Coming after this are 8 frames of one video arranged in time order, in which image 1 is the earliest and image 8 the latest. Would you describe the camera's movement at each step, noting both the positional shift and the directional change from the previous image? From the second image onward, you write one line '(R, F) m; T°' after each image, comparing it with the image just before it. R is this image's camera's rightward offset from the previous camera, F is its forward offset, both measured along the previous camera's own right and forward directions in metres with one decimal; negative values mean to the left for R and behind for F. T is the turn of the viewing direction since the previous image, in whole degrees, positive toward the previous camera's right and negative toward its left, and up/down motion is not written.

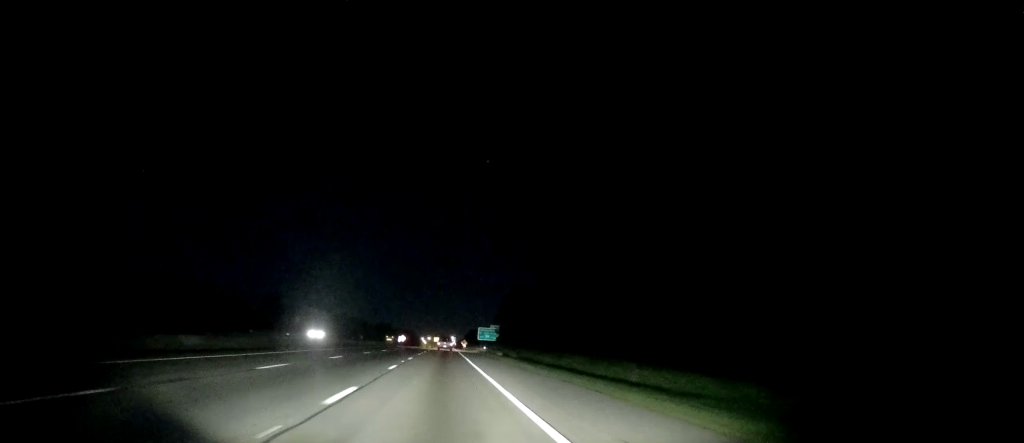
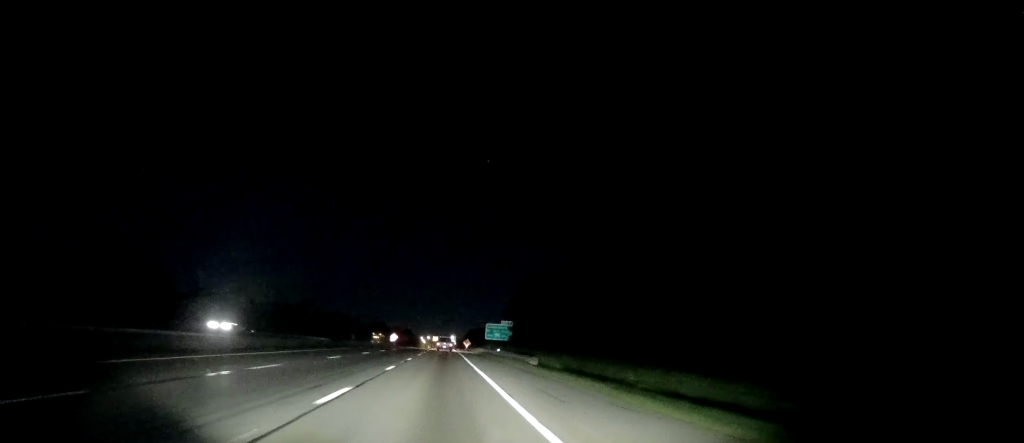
(-0.1, +24.8) m; 0°
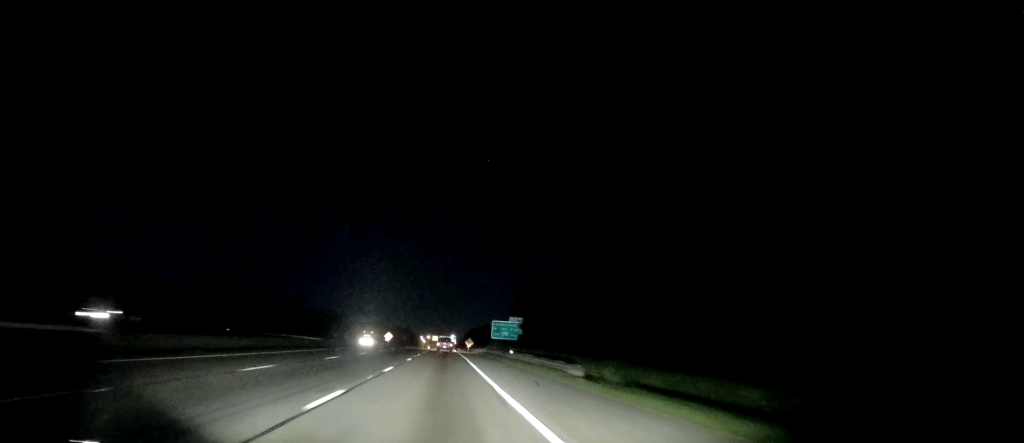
(-0.1, +12.9) m; 0°
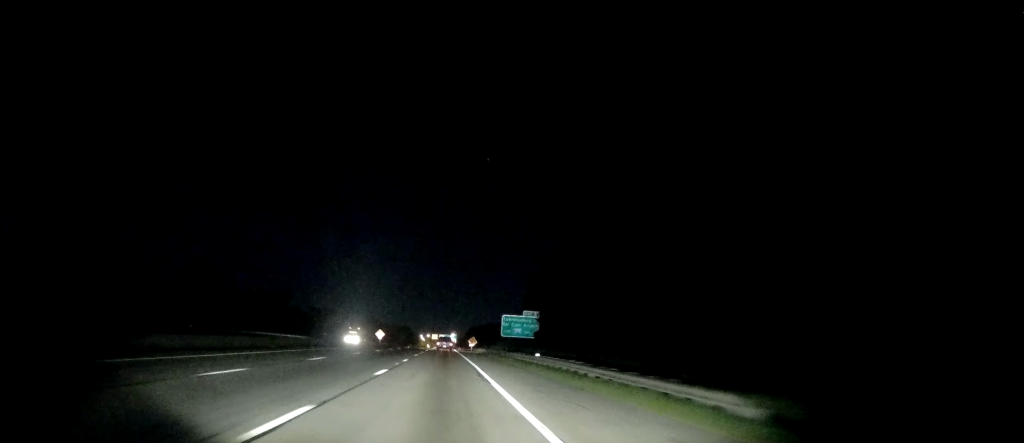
(+0.1, +15.2) m; 0°
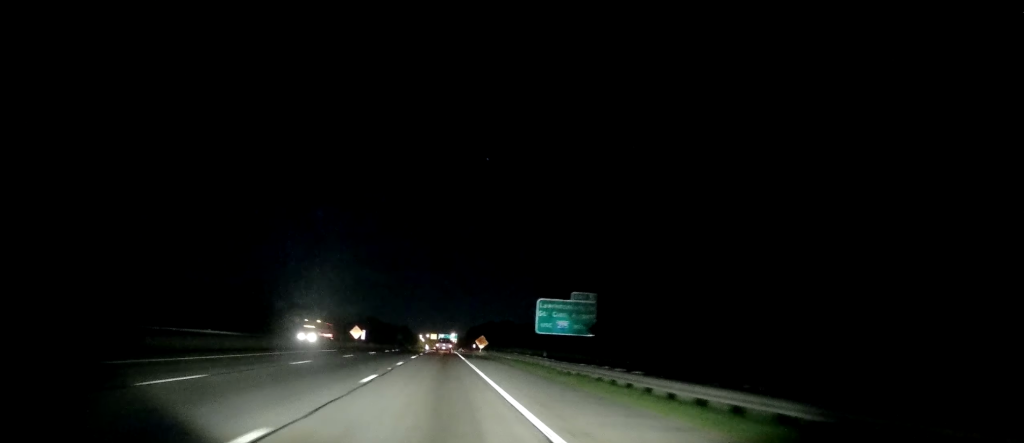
(0.0, +27.1) m; 0°
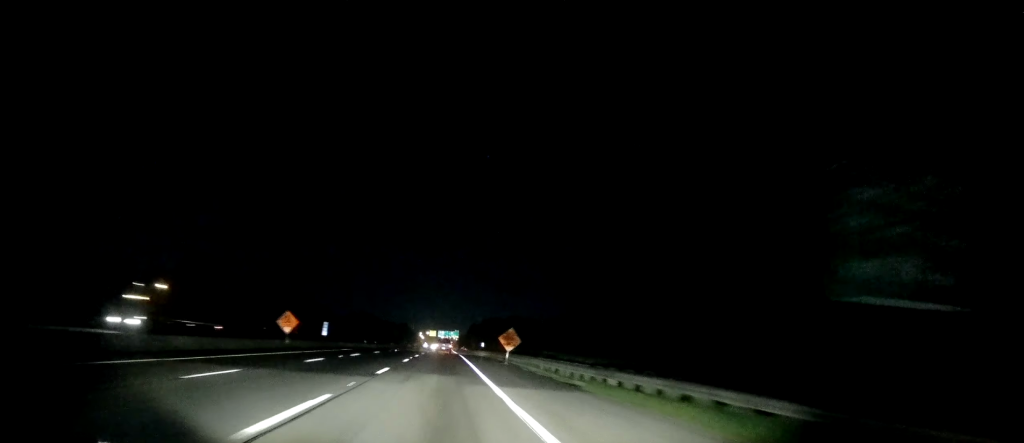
(+0.1, +33.8) m; 0°
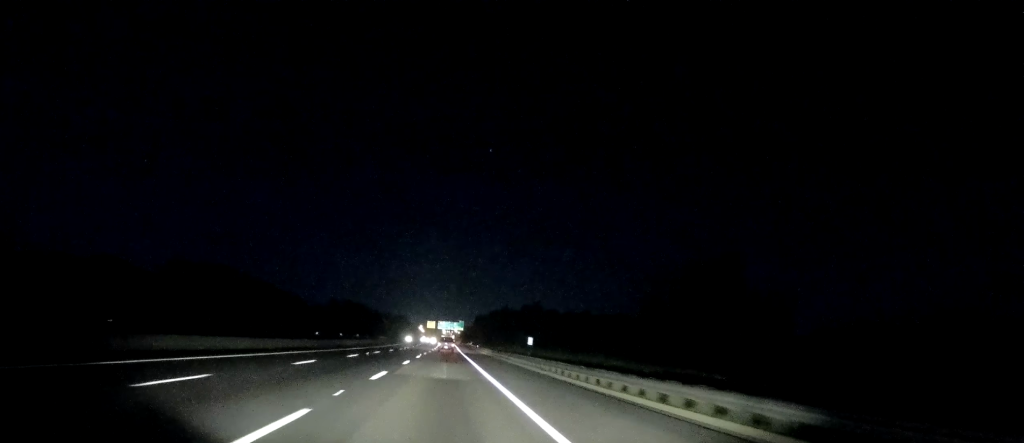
(-0.9, +64.4) m; -1°
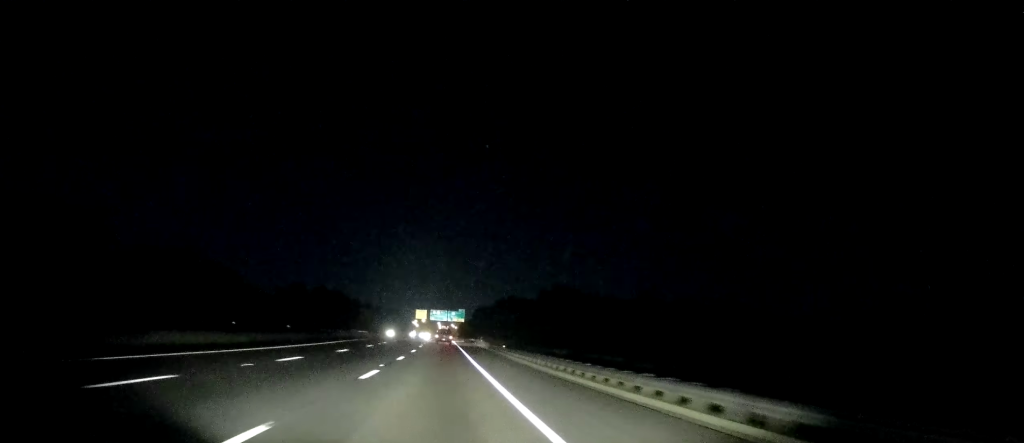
(+1.1, +63.2) m; +1°
